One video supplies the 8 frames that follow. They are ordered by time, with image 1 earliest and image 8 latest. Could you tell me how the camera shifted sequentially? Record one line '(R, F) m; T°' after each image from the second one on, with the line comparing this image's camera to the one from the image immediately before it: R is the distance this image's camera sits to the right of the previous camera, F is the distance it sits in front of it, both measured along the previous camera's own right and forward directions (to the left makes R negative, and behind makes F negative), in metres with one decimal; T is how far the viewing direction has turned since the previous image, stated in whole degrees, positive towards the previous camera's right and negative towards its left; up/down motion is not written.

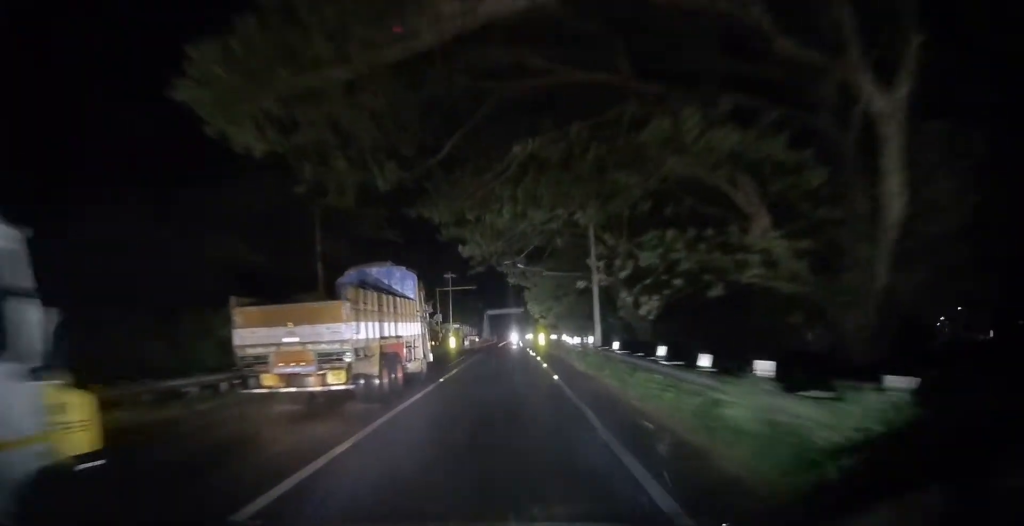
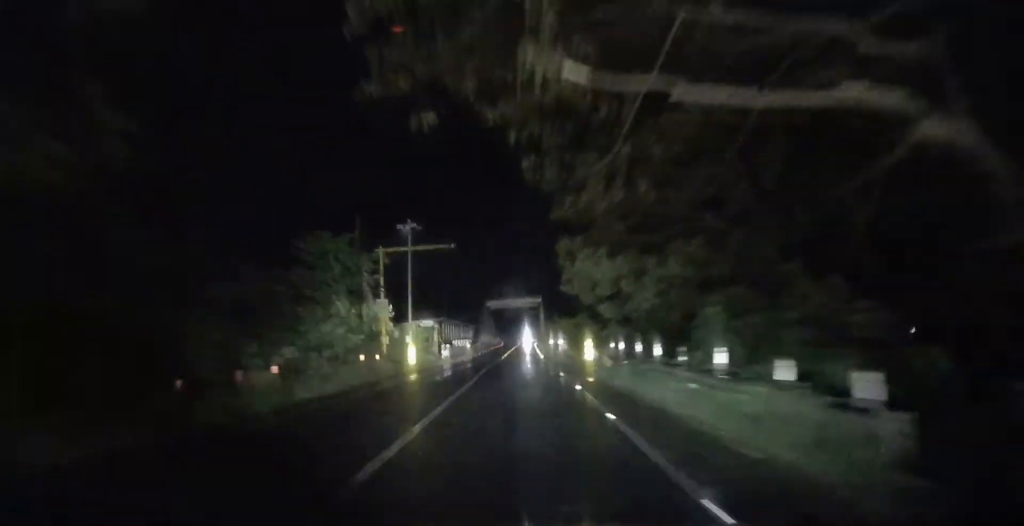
(-0.2, +24.2) m; -2°
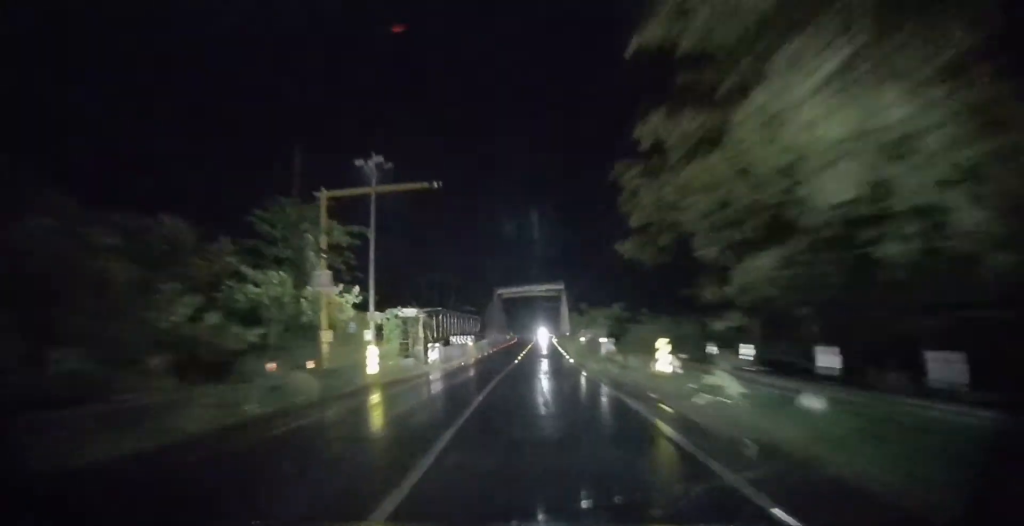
(-0.2, +10.7) m; -1°
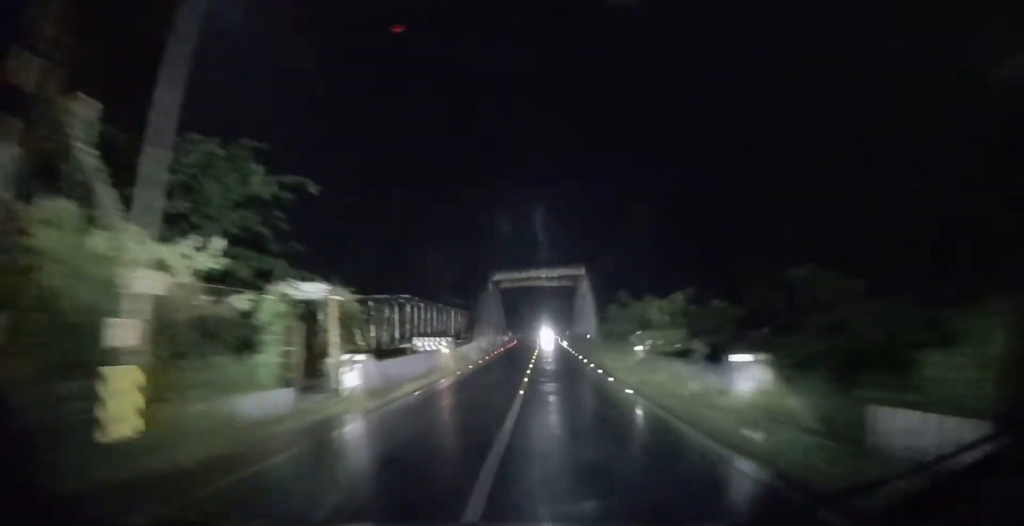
(-0.2, +13.5) m; 0°
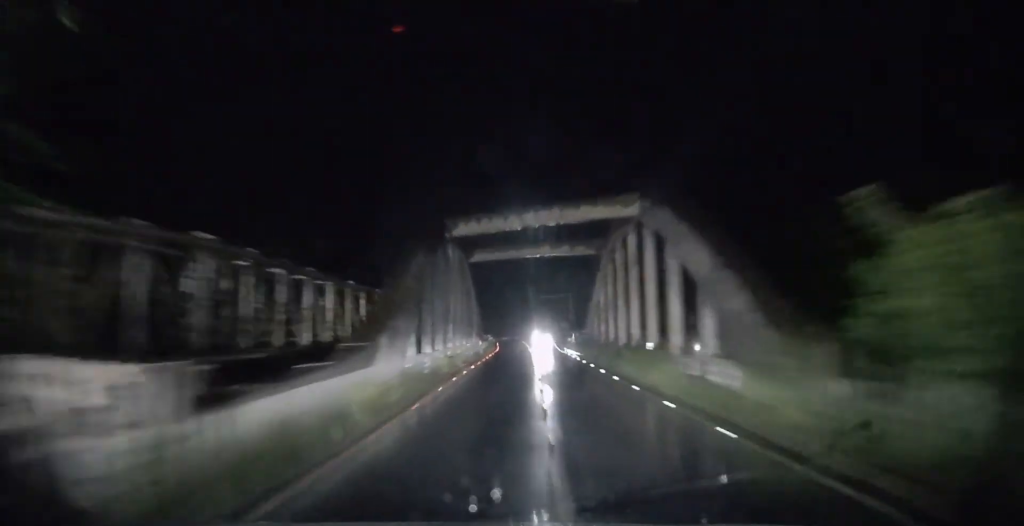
(-0.1, +20.0) m; 0°
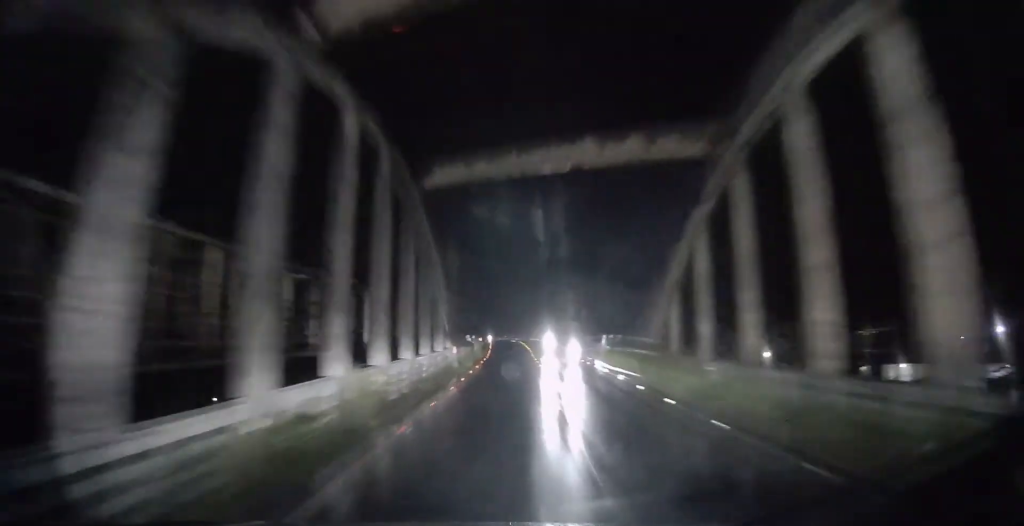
(+0.2, +16.1) m; +1°
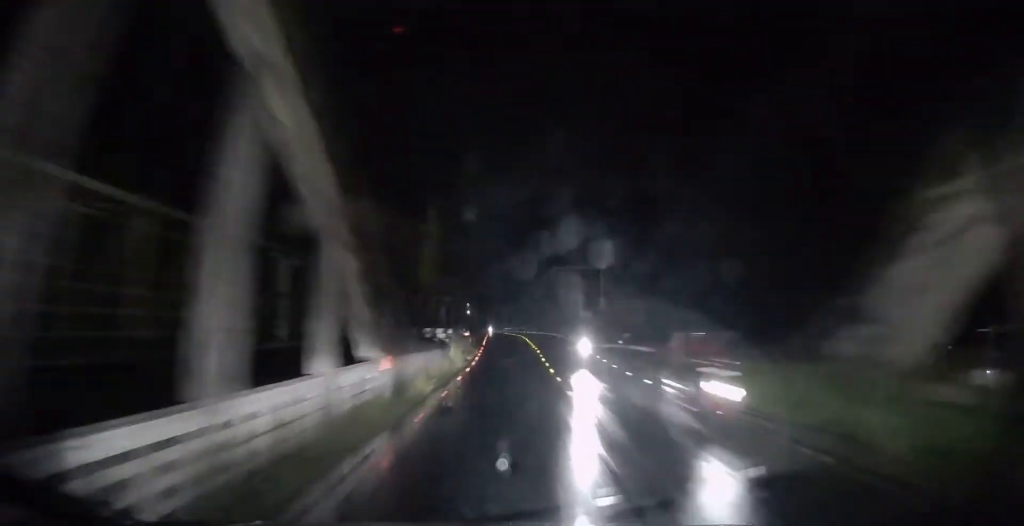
(+0.1, +12.9) m; 0°
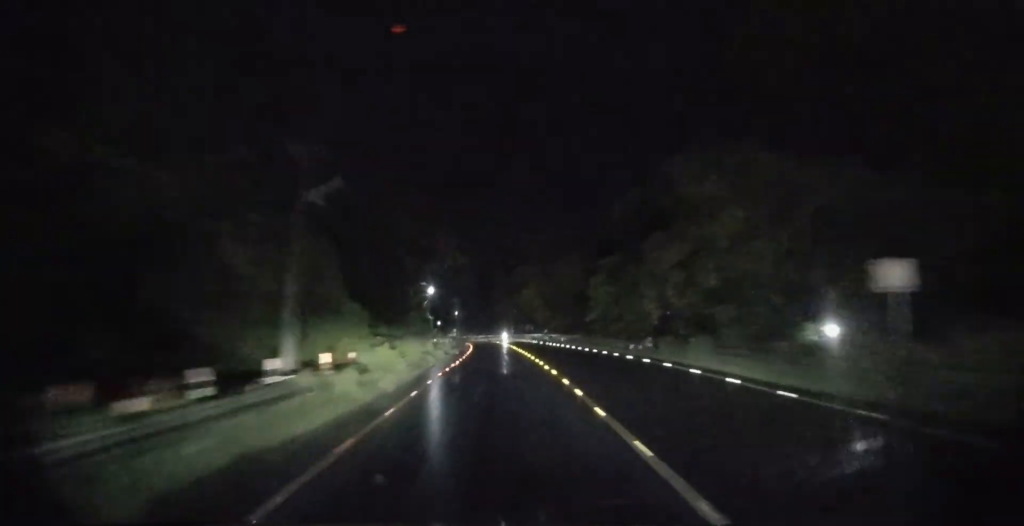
(+0.3, +47.8) m; +1°
